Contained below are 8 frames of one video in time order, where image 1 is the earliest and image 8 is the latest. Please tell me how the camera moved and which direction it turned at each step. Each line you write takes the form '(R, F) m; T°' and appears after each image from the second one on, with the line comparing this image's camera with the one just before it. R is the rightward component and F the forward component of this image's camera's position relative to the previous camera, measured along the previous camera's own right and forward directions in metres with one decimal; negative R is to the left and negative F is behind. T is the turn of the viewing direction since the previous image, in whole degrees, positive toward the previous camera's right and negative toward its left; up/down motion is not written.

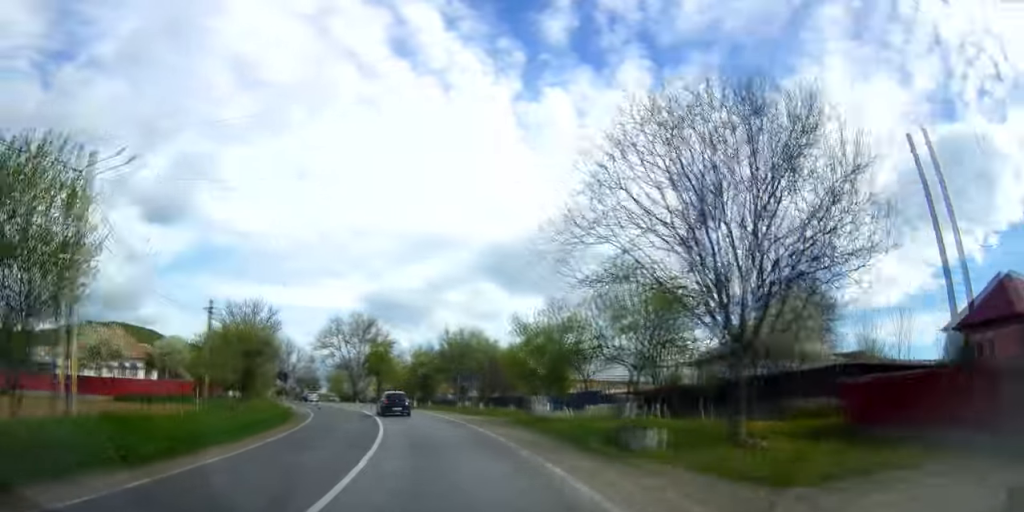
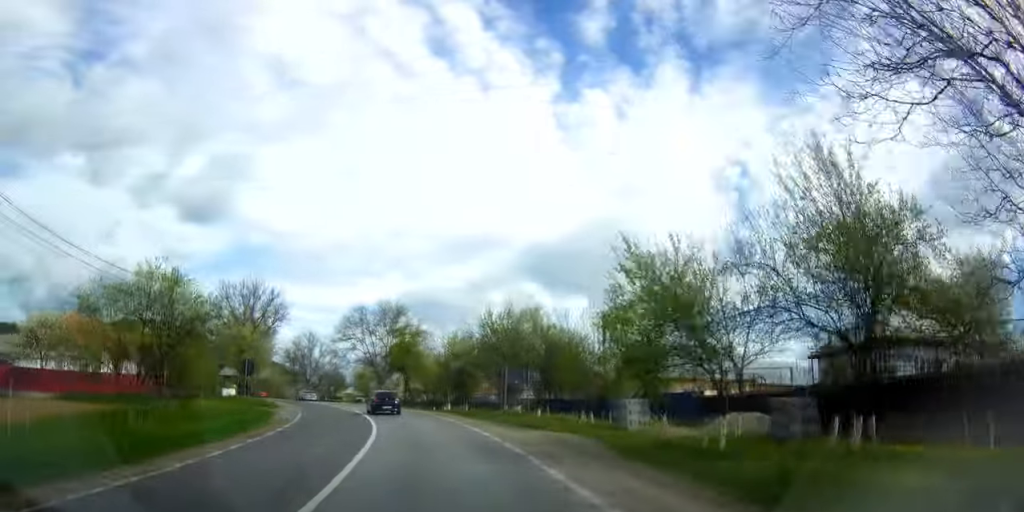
(-0.4, +10.7) m; -4°
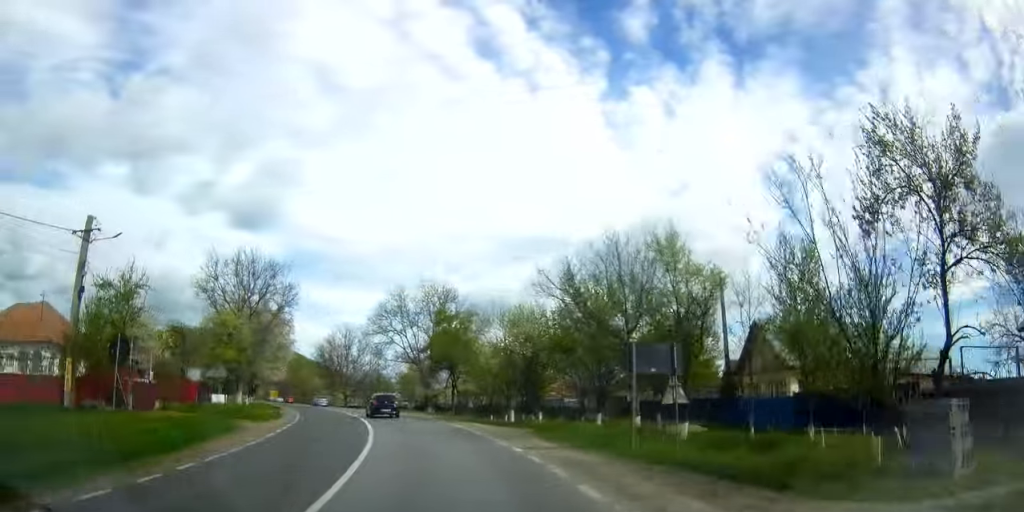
(-0.6, +13.1) m; -5°
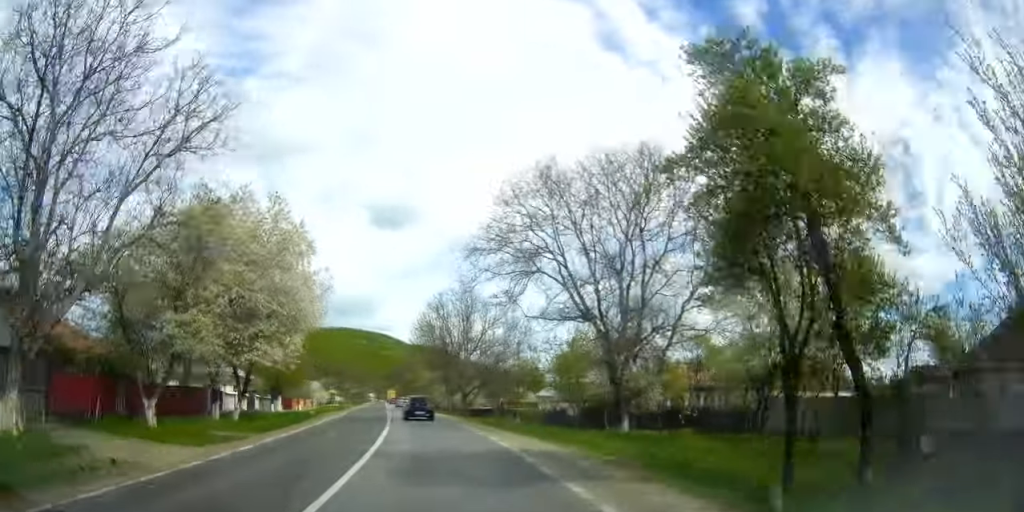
(-3.8, +34.6) m; -12°
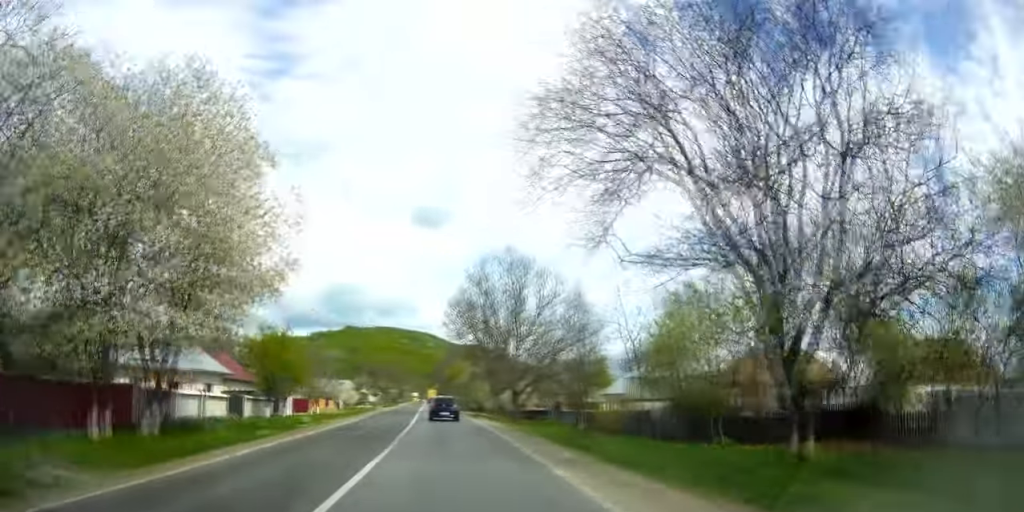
(-0.6, +11.4) m; -3°
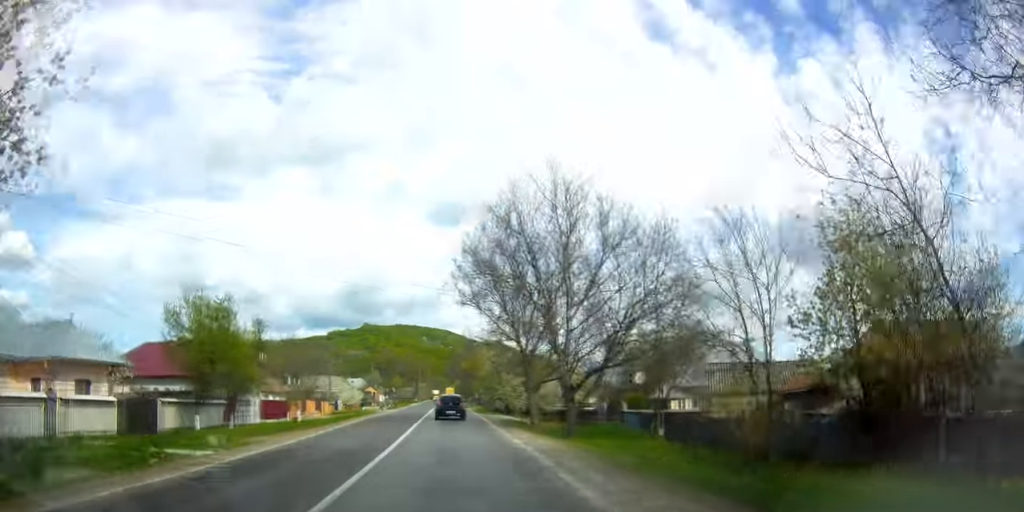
(-0.1, +11.5) m; -3°
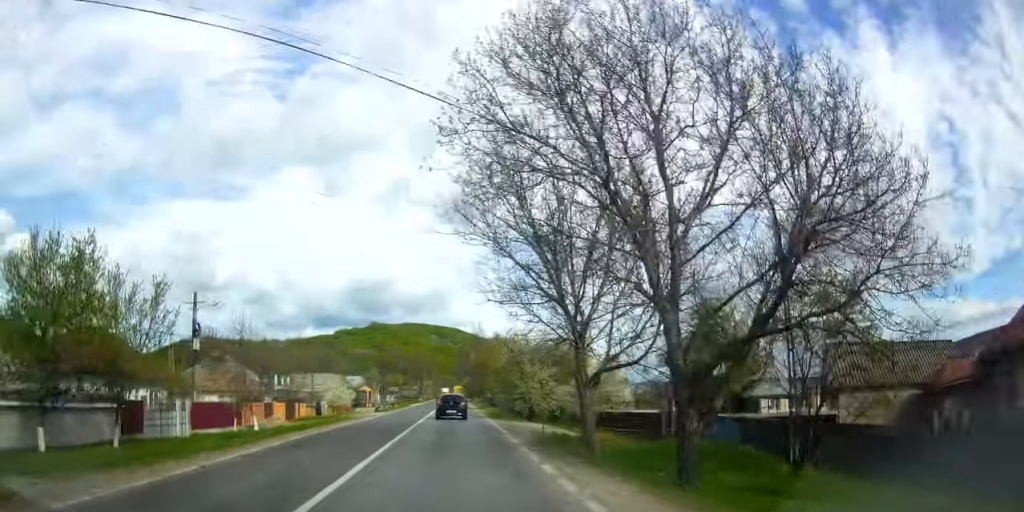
(-0.2, +10.1) m; -3°
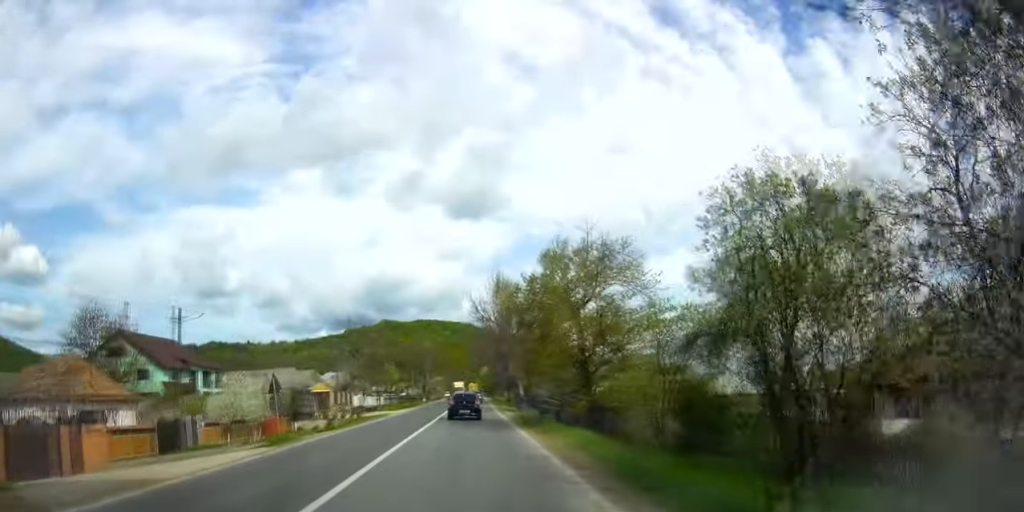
(-2.5, +33.1) m; -7°
